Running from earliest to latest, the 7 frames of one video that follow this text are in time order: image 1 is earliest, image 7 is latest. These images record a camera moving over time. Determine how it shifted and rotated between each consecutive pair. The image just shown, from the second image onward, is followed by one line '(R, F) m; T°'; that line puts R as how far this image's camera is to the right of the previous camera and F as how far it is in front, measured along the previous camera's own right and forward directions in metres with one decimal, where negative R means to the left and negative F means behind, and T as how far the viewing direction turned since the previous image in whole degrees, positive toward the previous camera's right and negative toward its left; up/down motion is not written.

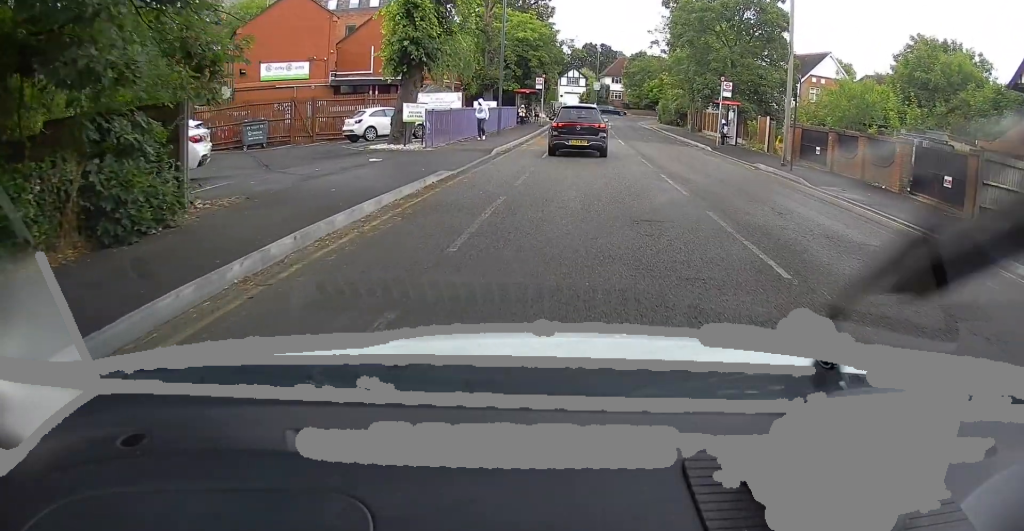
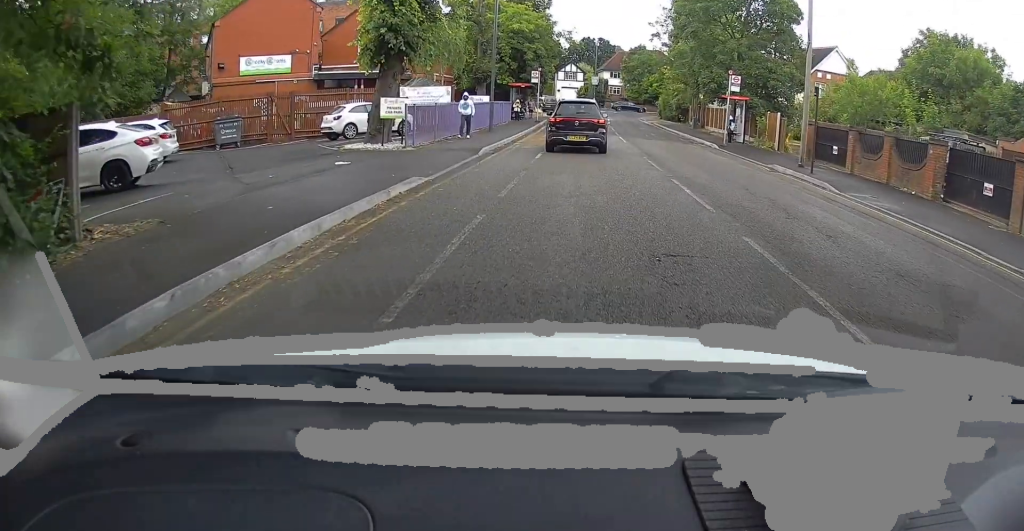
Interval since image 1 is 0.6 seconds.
(-0.1, +2.3) m; -2°
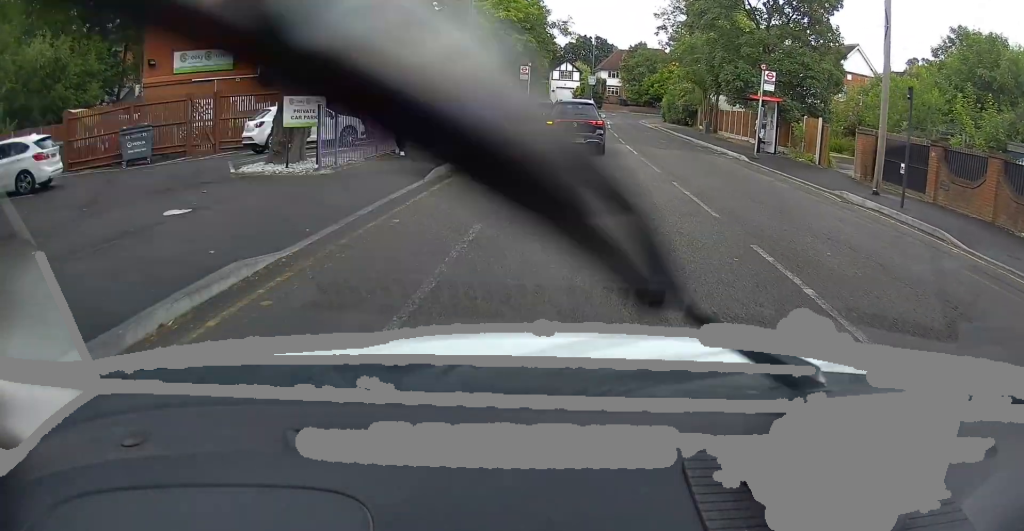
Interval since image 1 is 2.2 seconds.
(-0.3, +6.8) m; 0°
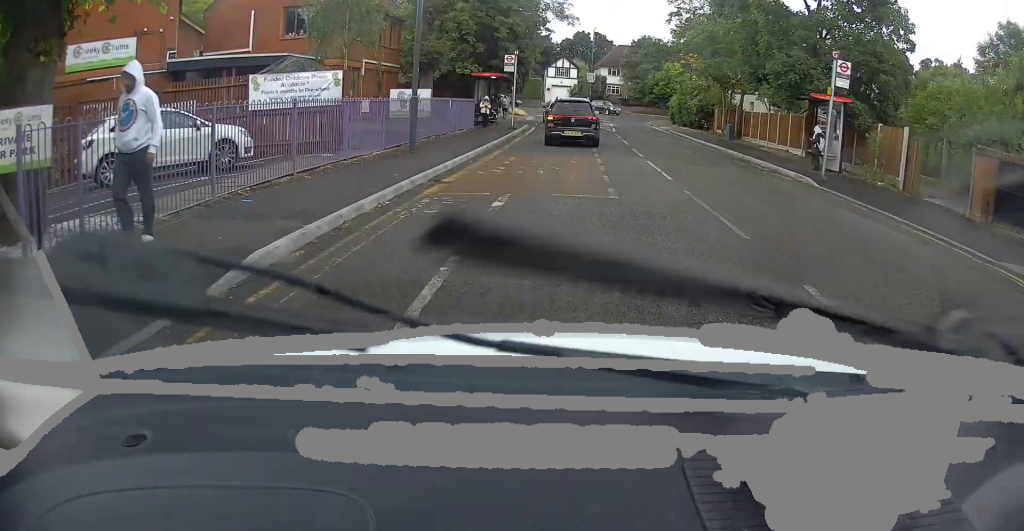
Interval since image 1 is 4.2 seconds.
(+0.6, +8.1) m; +2°
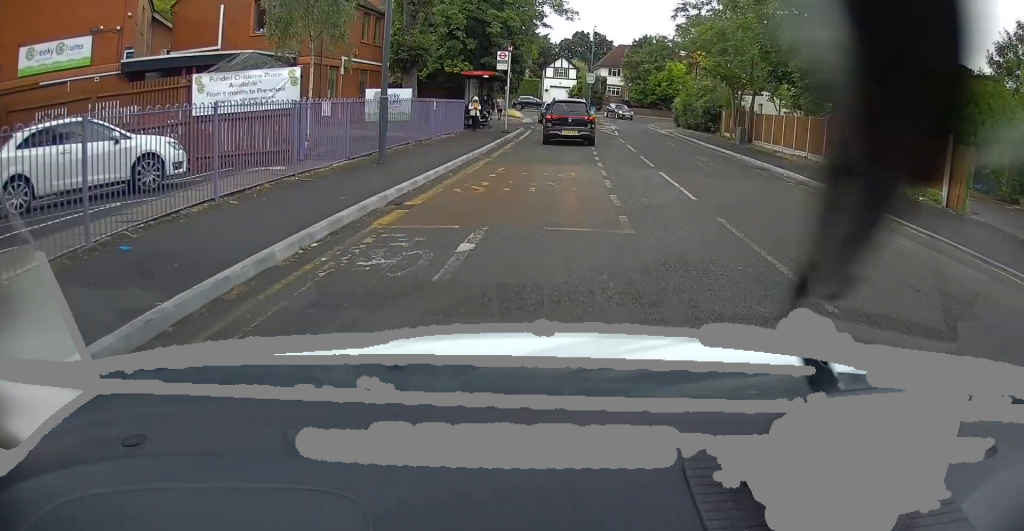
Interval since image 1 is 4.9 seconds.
(-0.3, +2.9) m; -4°
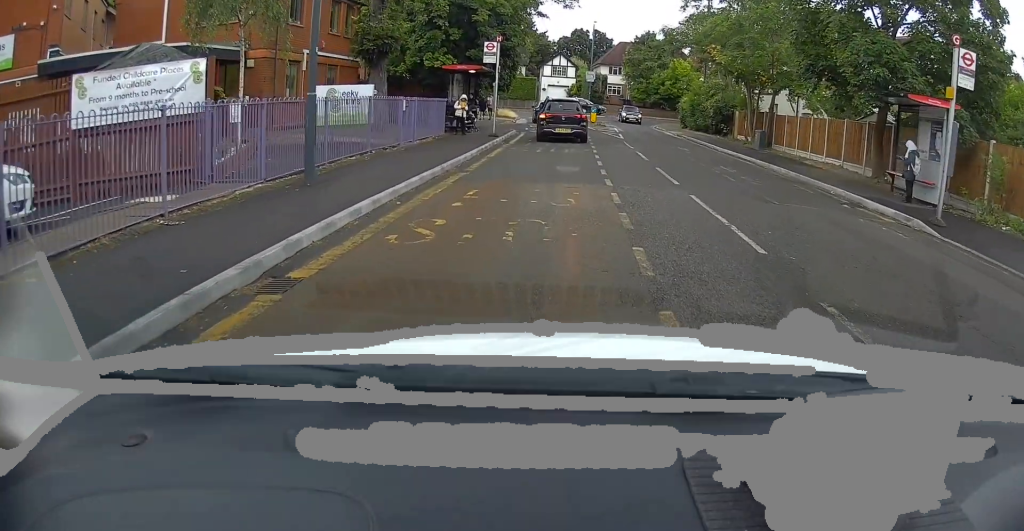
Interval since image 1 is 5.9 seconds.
(0.0, +4.0) m; +1°
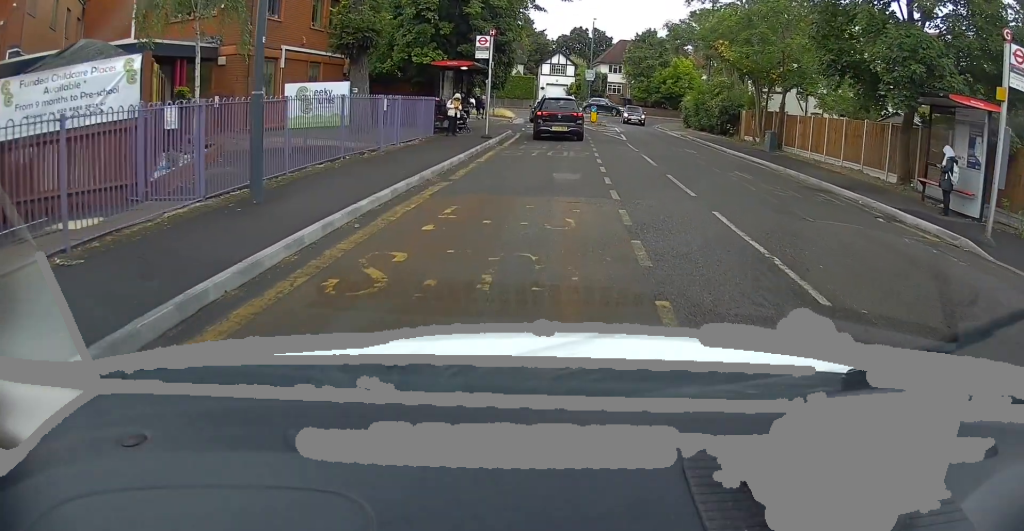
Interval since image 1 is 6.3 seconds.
(0.0, +1.9) m; +1°
